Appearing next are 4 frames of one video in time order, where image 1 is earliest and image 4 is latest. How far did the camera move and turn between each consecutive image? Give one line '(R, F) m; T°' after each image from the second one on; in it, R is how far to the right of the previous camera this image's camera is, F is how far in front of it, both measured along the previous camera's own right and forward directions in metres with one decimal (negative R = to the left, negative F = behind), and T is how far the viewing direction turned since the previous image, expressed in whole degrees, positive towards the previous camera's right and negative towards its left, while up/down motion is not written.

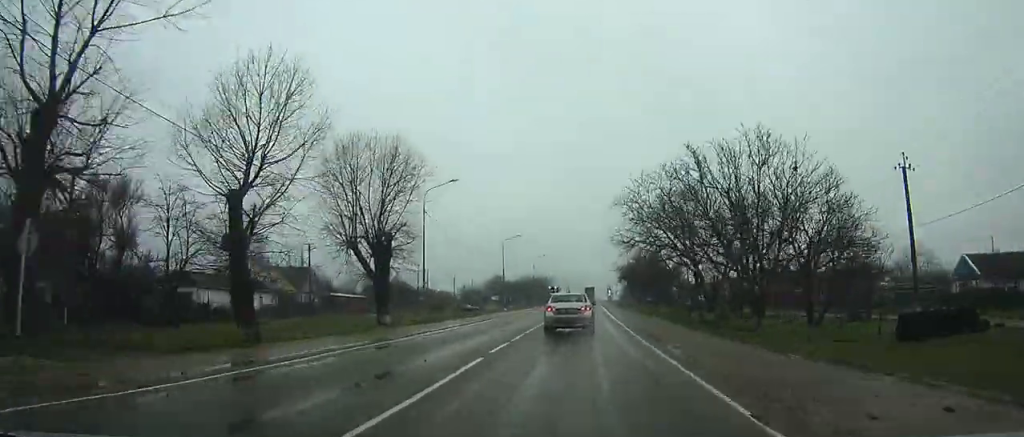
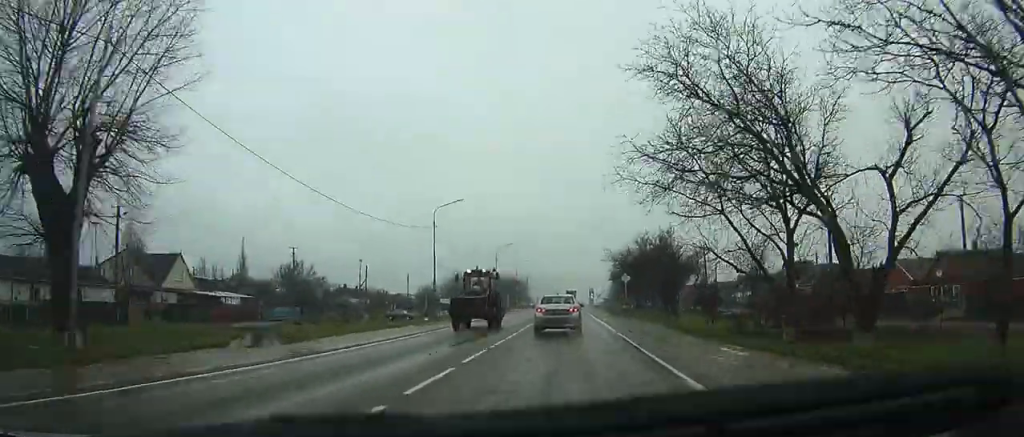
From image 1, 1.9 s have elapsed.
(+2.2, +28.8) m; +2°
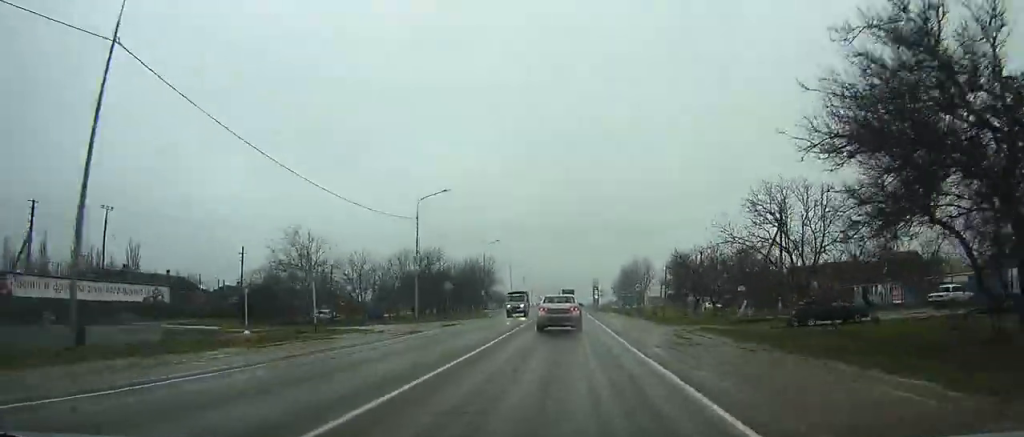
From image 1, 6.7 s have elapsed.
(-2.9, +73.8) m; -2°
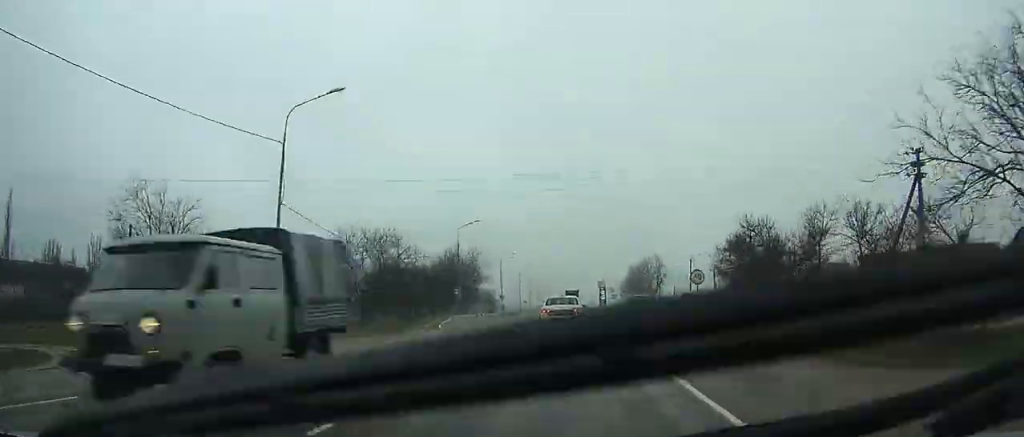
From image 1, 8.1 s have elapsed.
(0.0, +21.8) m; 0°
